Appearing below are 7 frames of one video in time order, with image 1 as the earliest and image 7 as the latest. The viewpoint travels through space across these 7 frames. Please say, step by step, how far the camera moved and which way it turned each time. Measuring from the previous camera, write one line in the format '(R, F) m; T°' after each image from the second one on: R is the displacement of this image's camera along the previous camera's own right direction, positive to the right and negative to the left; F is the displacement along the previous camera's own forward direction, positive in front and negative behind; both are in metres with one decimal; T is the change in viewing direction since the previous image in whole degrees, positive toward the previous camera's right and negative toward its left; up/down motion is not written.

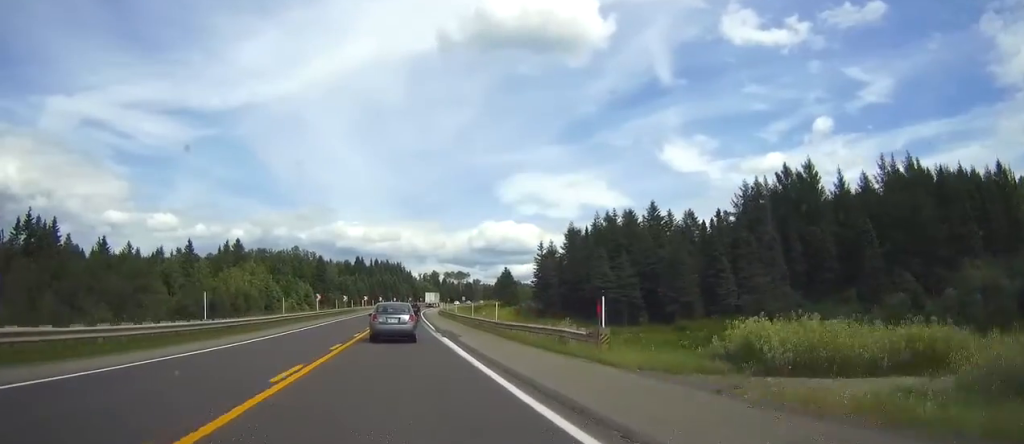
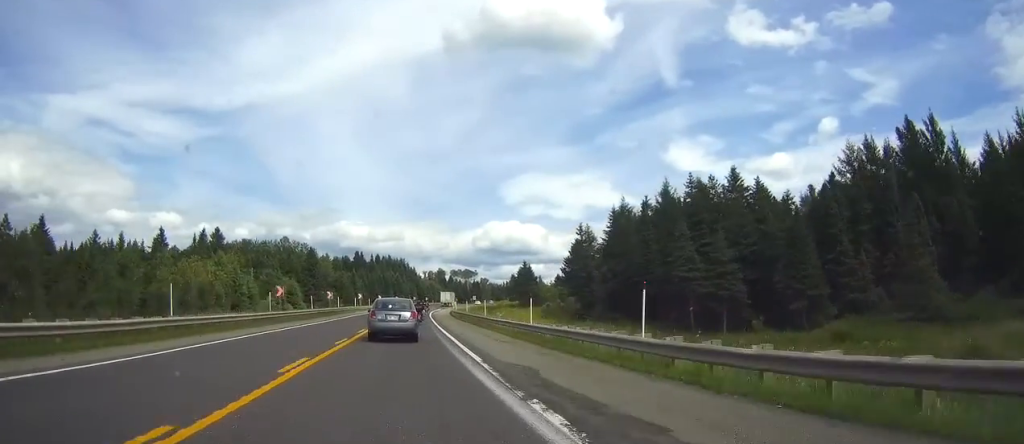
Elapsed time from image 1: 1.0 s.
(0.0, +25.5) m; 0°
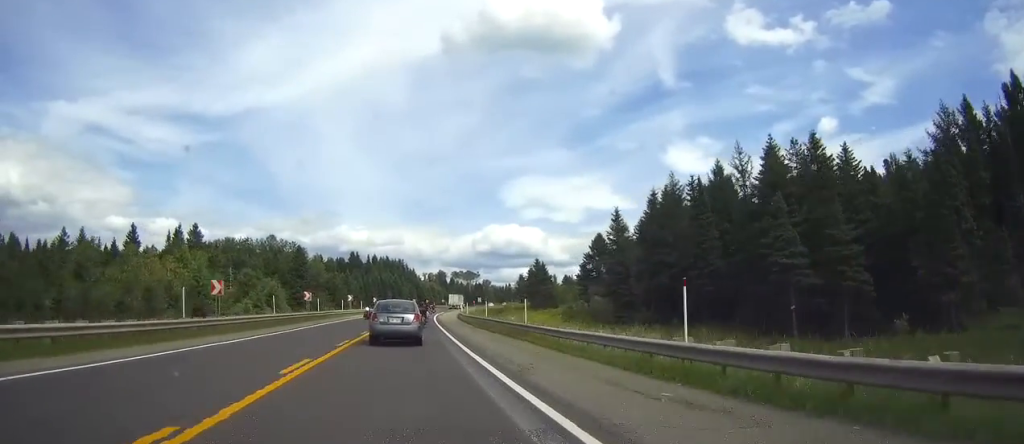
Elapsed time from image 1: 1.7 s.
(-0.1, +17.6) m; 0°
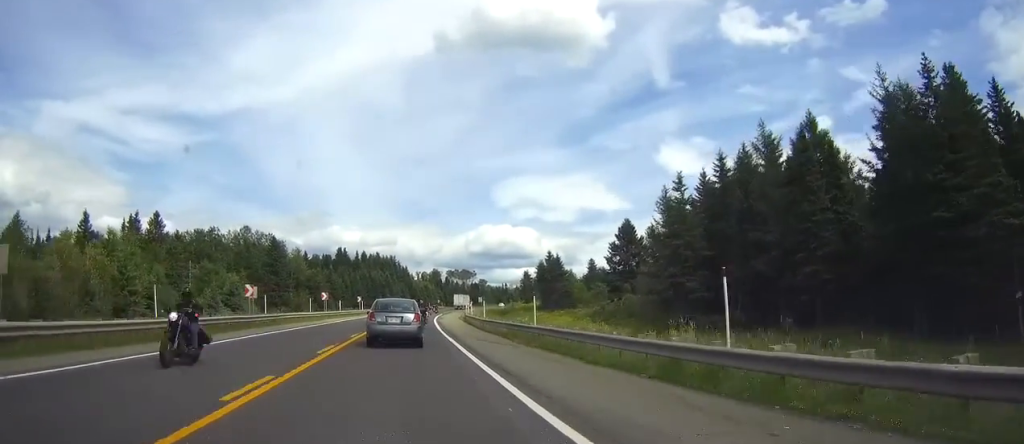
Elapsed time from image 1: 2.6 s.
(0.0, +21.2) m; +1°
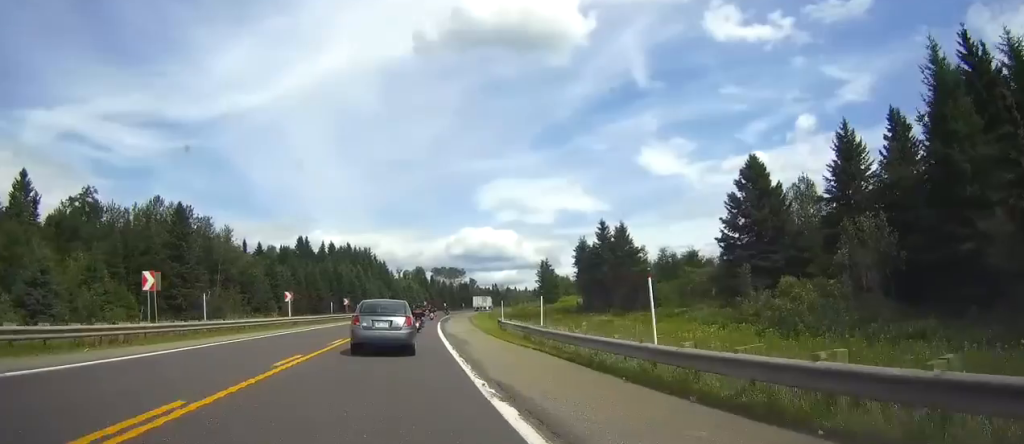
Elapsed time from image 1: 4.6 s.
(+0.6, +47.6) m; +2°
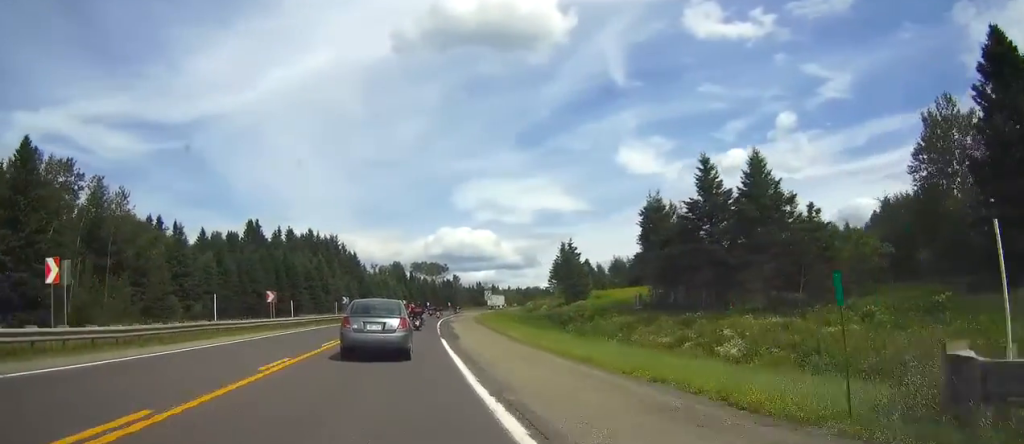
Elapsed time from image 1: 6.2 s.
(+0.8, +36.3) m; +2°
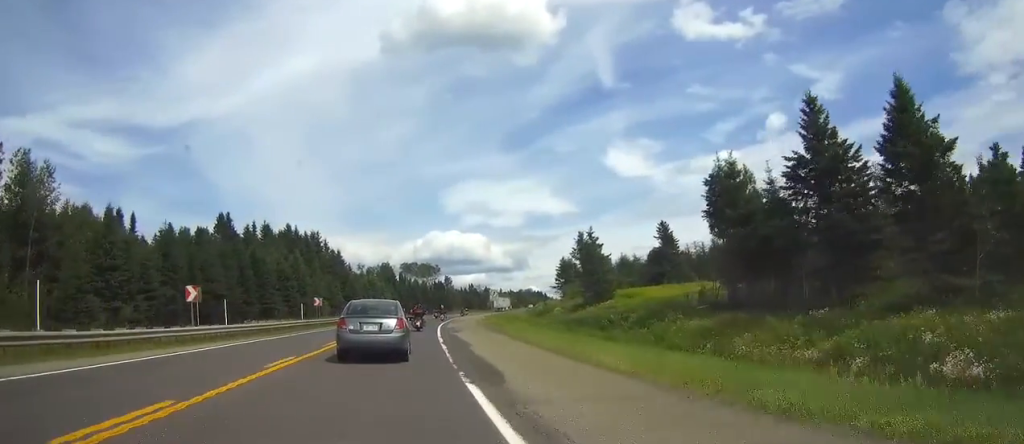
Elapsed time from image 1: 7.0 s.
(+0.1, +16.7) m; +1°
